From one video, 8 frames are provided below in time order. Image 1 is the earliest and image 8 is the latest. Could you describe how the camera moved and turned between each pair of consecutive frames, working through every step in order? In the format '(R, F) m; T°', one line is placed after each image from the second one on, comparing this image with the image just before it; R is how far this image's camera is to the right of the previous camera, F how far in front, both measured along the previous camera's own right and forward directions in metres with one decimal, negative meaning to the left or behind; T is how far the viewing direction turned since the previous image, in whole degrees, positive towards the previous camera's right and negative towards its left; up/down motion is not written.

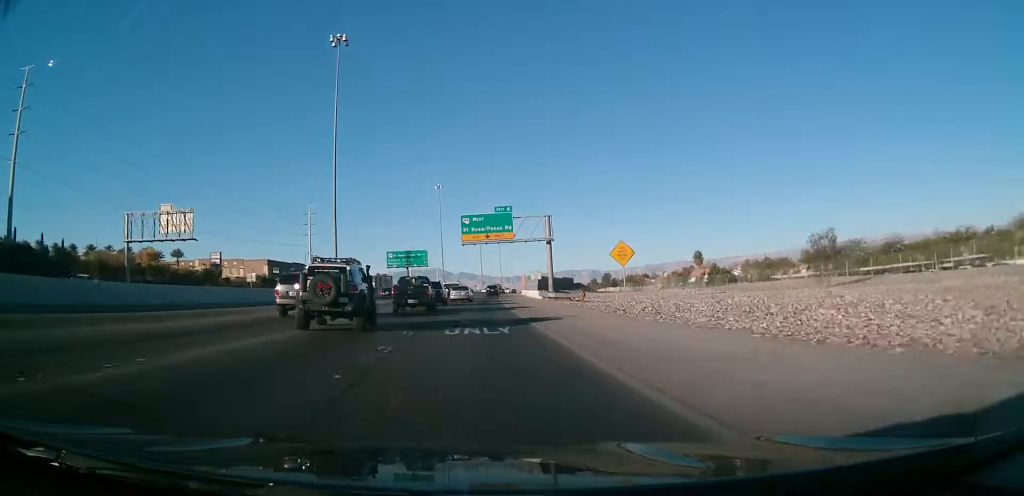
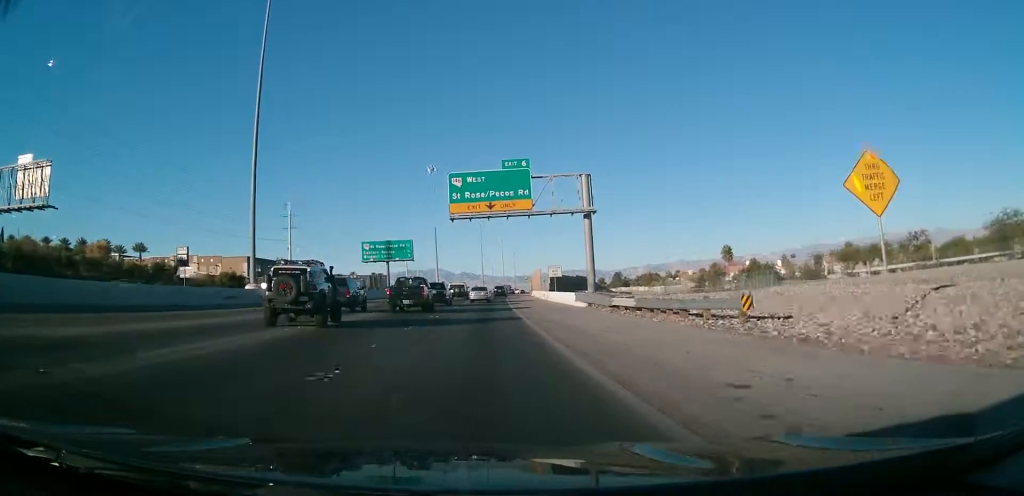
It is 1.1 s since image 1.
(-0.5, +26.6) m; -1°
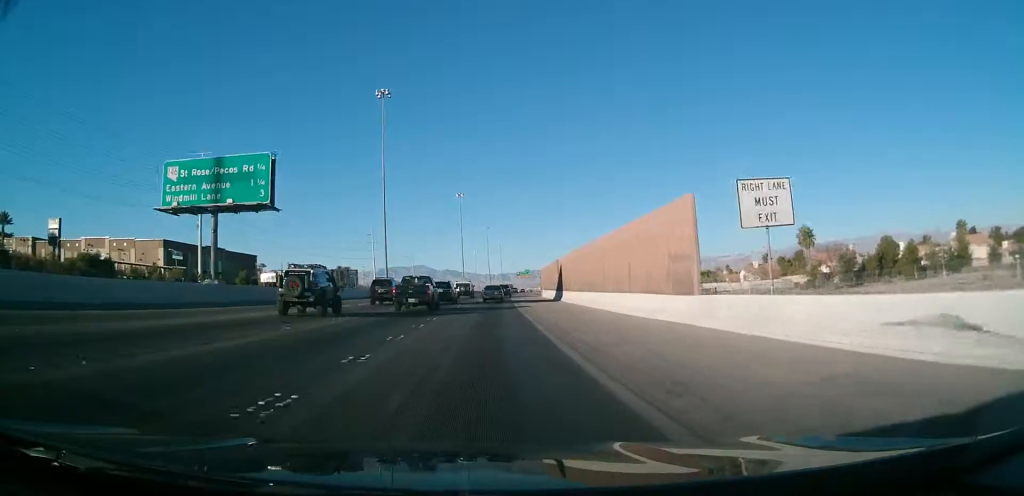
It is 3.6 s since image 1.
(+0.6, +60.4) m; +1°
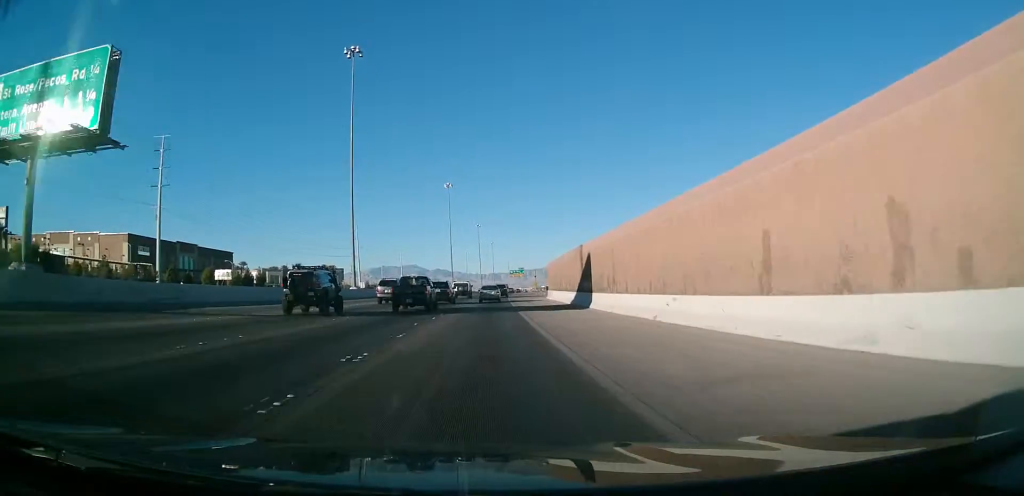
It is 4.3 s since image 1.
(+0.2, +17.7) m; 0°
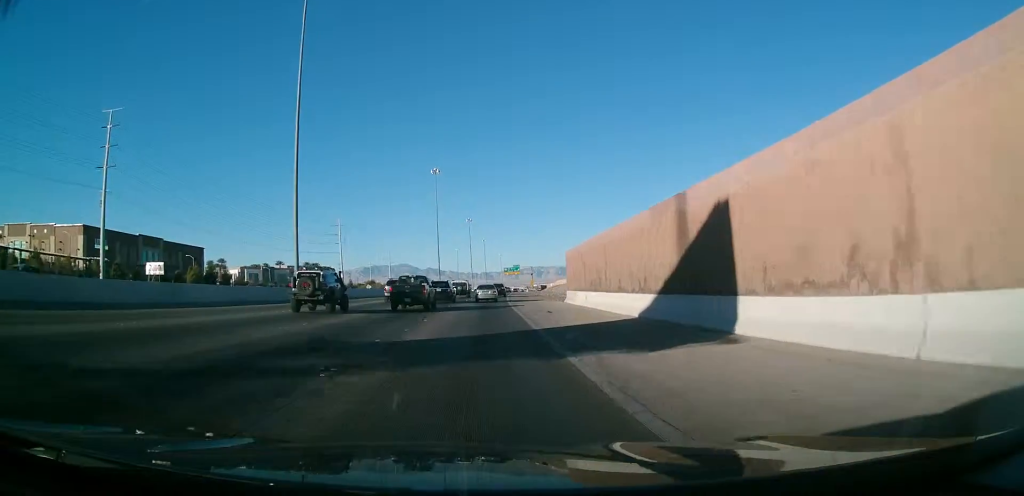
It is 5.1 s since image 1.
(-0.4, +20.5) m; 0°
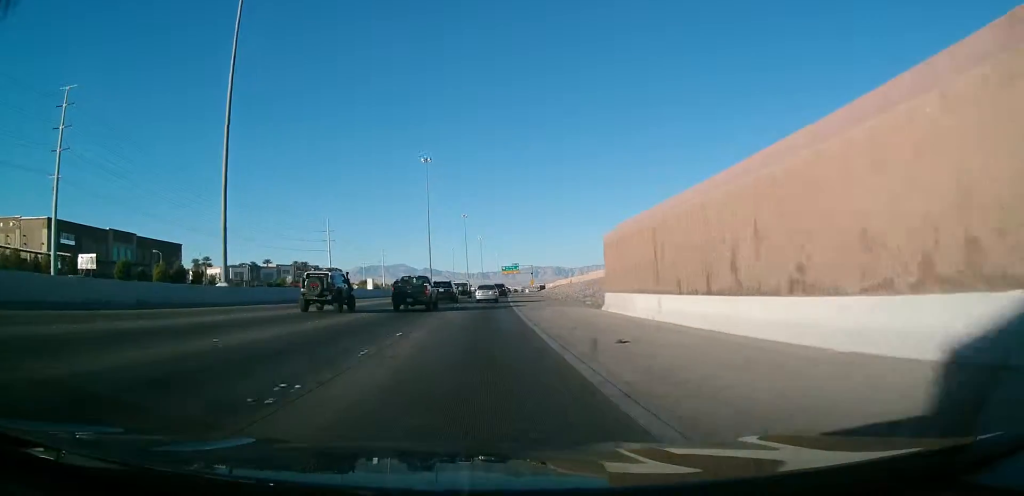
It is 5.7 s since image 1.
(+0.3, +15.7) m; +1°
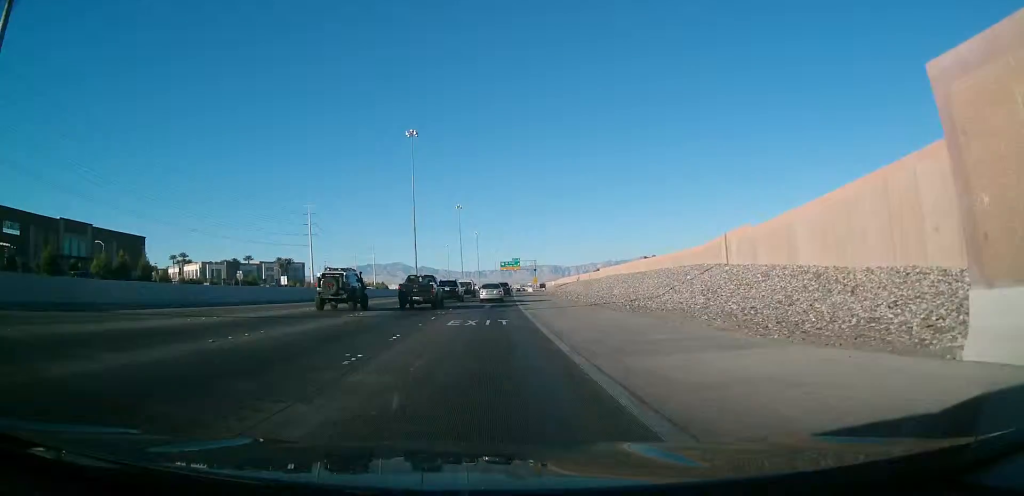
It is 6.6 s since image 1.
(+0.2, +23.8) m; +1°
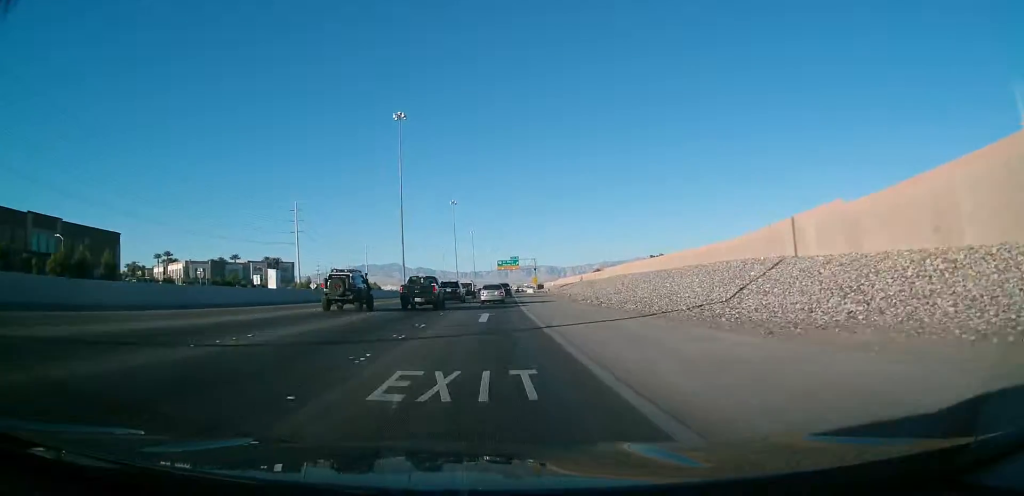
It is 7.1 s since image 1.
(-0.1, +13.3) m; +1°
